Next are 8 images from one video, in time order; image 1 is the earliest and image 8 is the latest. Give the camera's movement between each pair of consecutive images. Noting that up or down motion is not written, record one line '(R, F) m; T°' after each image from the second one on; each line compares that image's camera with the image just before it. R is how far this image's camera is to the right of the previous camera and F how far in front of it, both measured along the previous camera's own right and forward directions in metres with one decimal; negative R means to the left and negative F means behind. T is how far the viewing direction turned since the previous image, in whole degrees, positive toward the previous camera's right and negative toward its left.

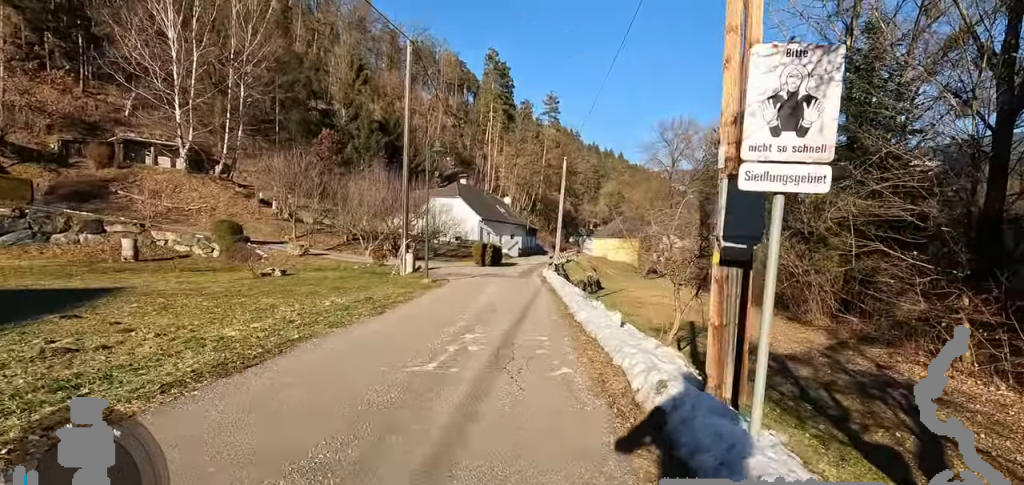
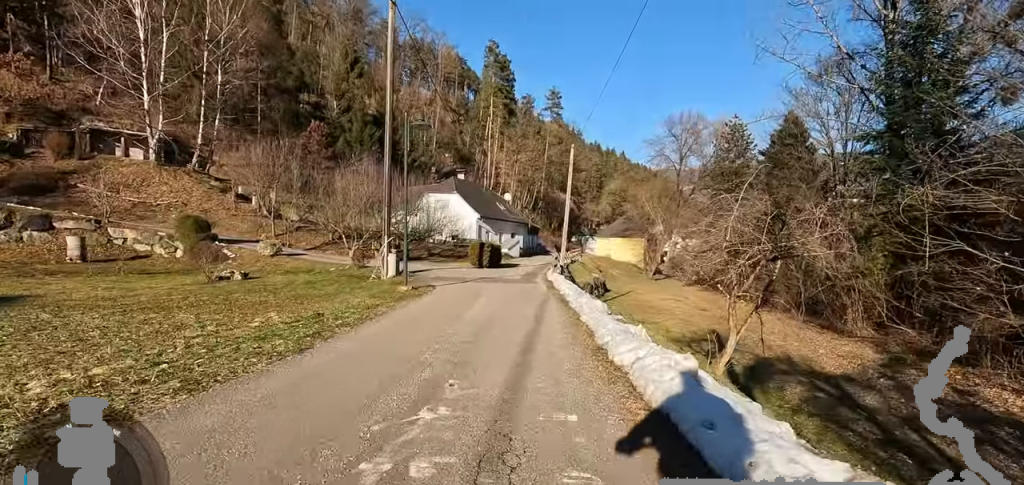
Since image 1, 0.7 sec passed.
(-0.1, +3.3) m; -1°
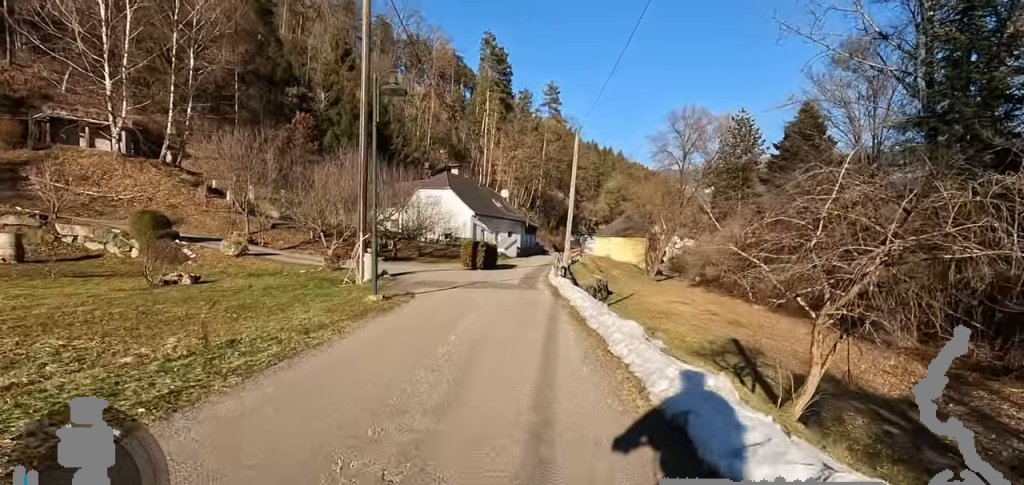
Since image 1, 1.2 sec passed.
(+0.3, +2.9) m; -2°
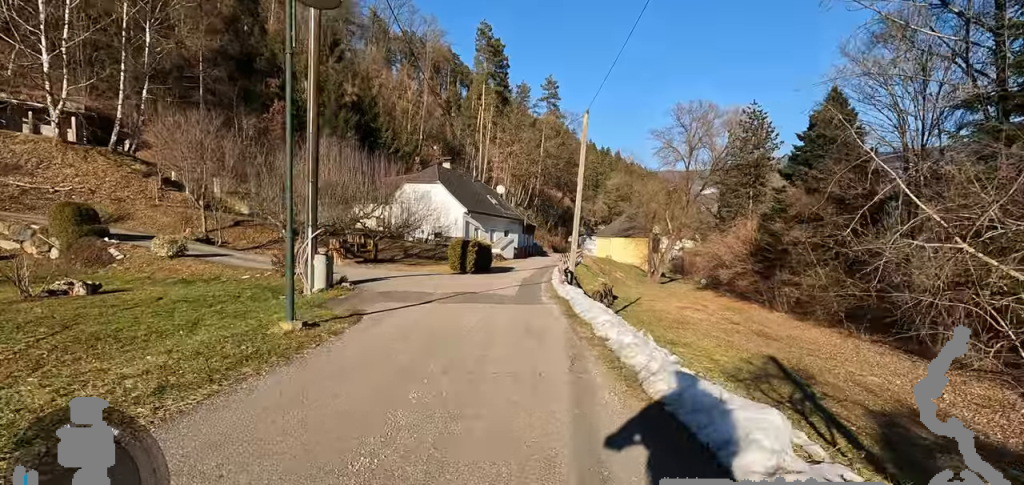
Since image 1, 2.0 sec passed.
(-0.3, +3.9) m; +1°
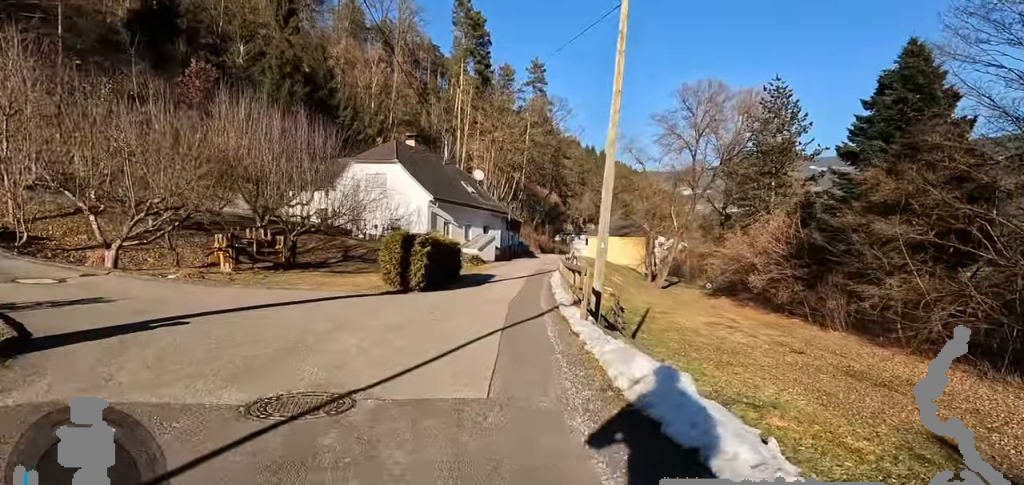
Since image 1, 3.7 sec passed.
(+1.0, +8.6) m; +12°
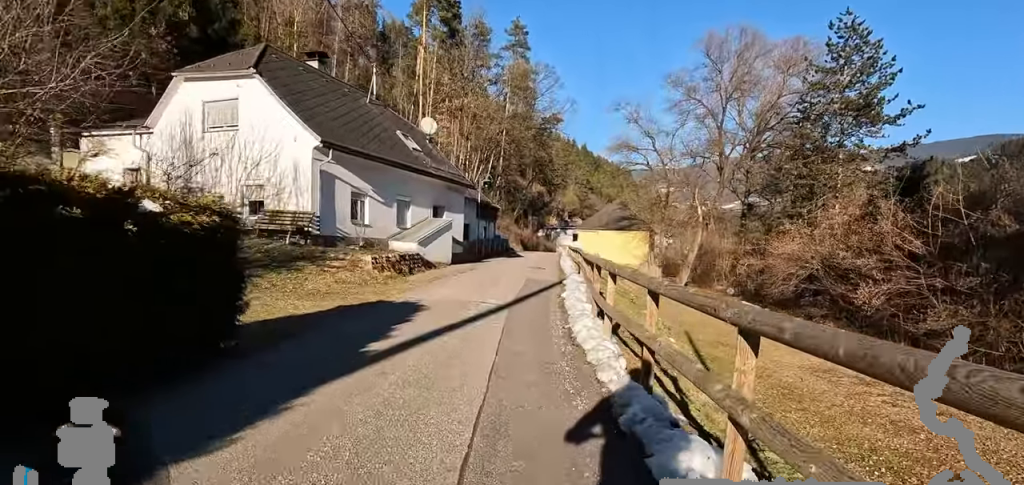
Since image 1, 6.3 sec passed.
(-0.1, +14.1) m; -4°
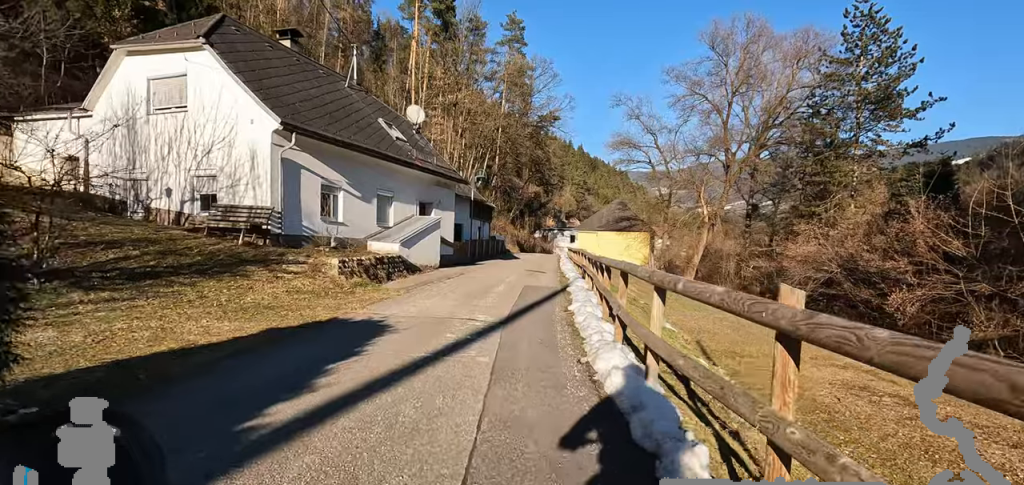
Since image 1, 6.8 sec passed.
(0.0, +2.3) m; -2°
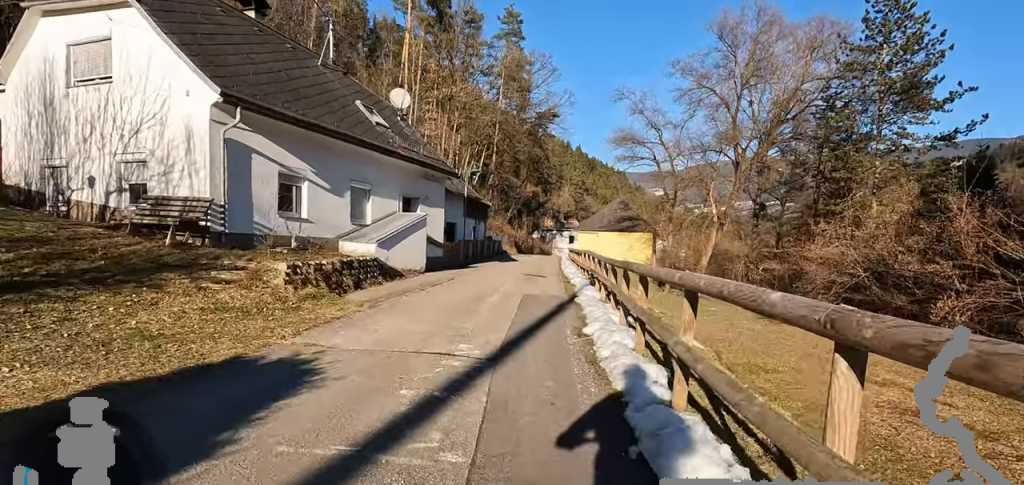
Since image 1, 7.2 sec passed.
(+0.1, +2.5) m; -2°
